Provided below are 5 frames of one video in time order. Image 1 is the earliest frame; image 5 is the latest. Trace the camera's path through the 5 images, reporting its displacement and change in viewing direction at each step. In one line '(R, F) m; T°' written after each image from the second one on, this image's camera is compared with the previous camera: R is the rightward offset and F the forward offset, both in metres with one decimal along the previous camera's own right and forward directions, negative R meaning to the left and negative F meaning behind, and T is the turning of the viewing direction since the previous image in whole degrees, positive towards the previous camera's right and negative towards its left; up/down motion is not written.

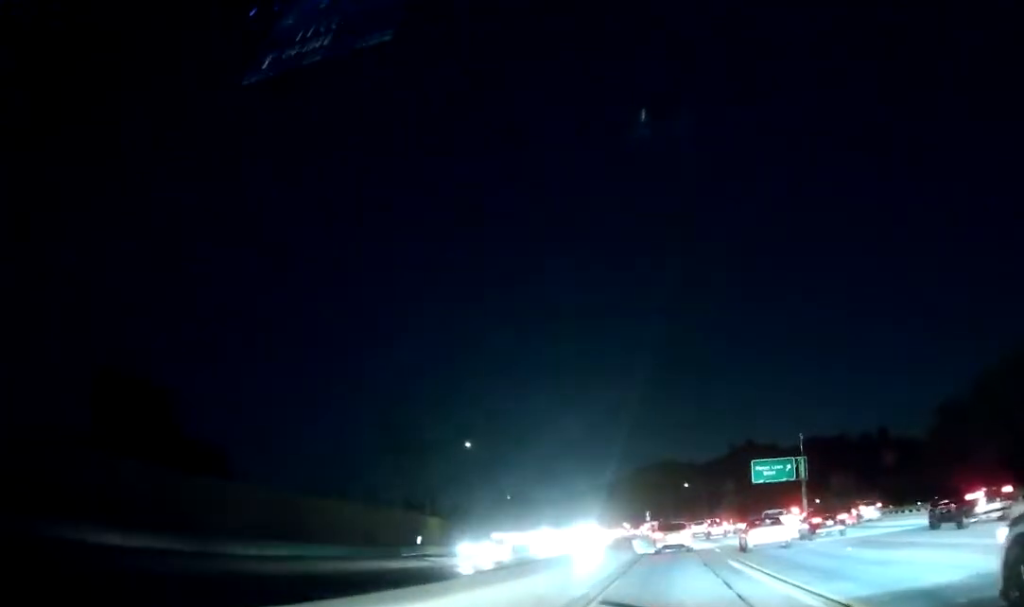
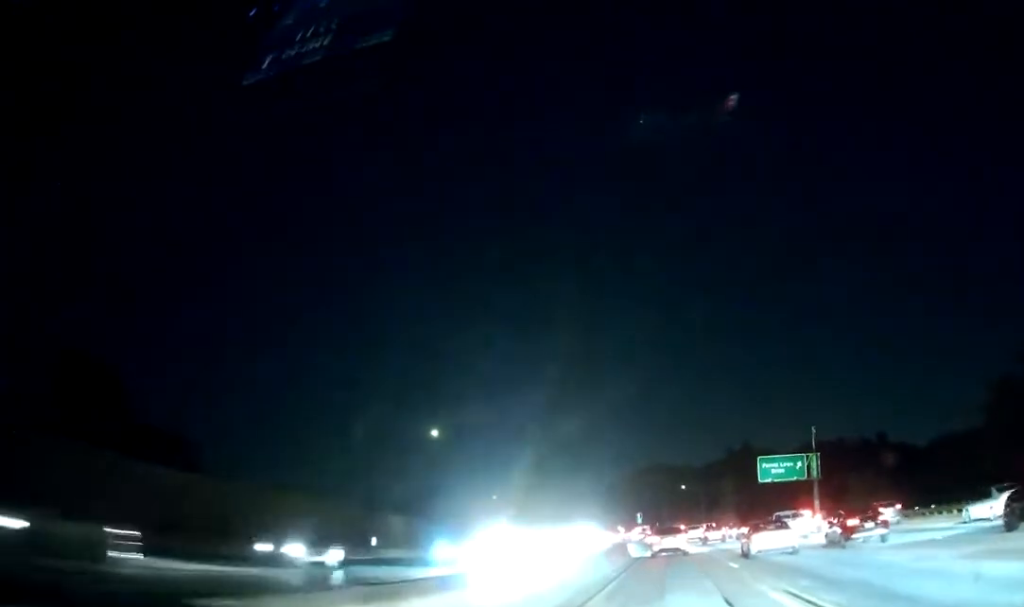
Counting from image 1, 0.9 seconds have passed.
(+0.2, +11.3) m; +1°
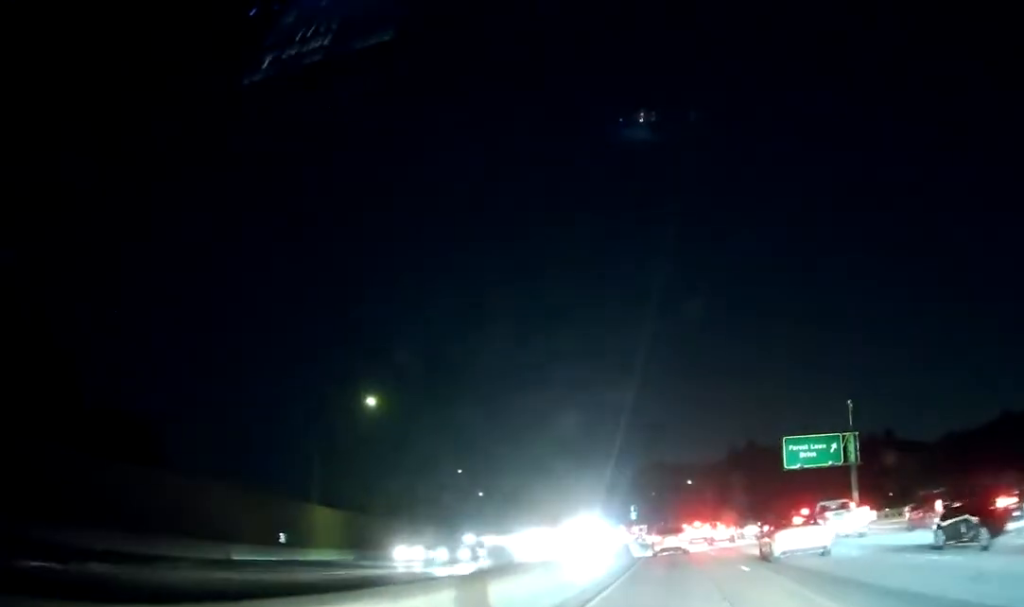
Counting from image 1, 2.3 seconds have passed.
(+0.1, +17.9) m; 0°
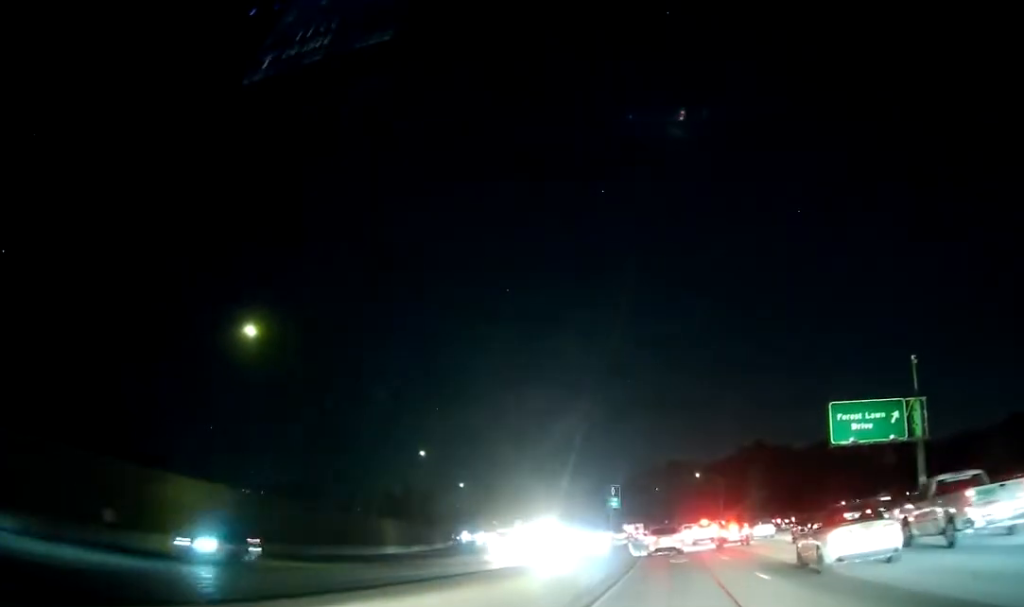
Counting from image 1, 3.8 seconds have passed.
(-0.1, +19.1) m; 0°
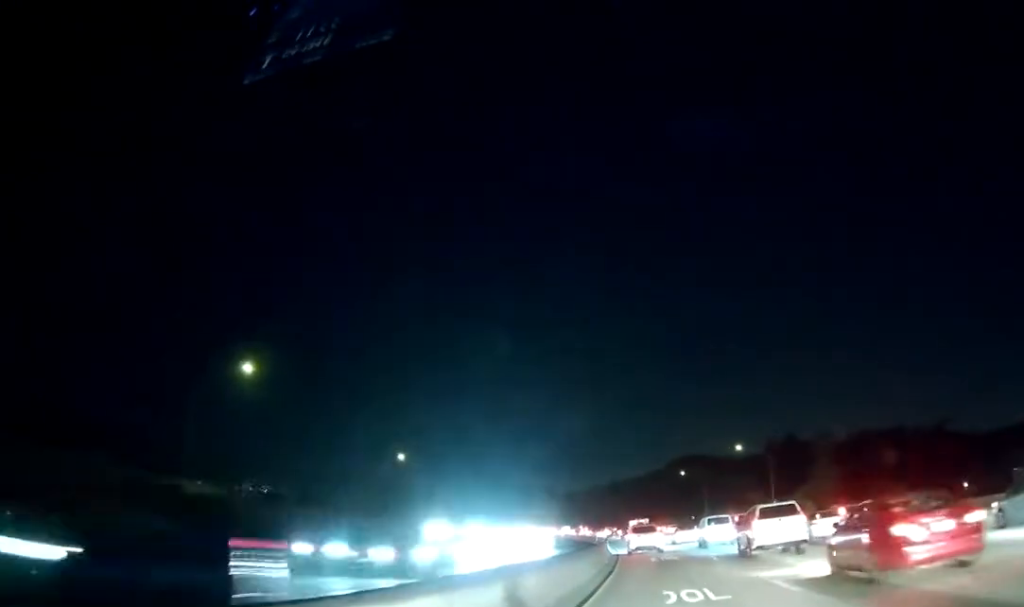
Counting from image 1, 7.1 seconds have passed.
(-0.5, +45.5) m; -2°
